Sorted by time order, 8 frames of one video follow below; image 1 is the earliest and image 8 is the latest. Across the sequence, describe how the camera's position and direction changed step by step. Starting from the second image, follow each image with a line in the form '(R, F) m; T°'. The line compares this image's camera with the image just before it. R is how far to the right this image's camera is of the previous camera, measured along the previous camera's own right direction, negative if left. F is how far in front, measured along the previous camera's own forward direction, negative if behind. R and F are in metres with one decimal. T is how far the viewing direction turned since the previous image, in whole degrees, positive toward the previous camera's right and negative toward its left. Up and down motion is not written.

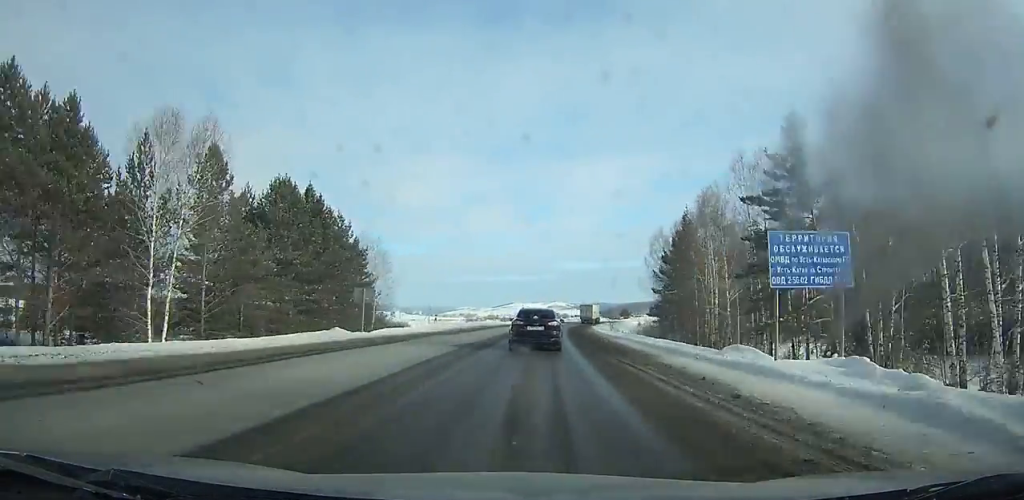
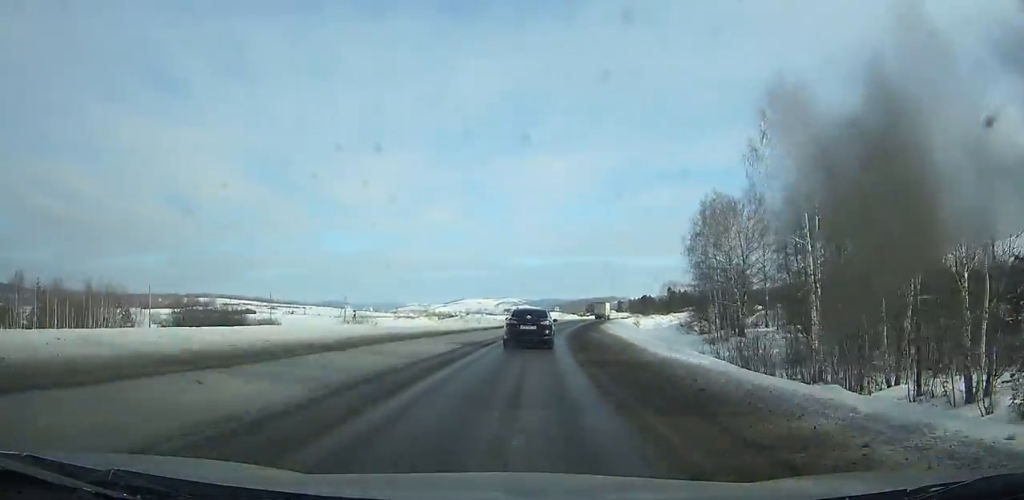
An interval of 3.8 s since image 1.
(+3.1, +59.6) m; +5°
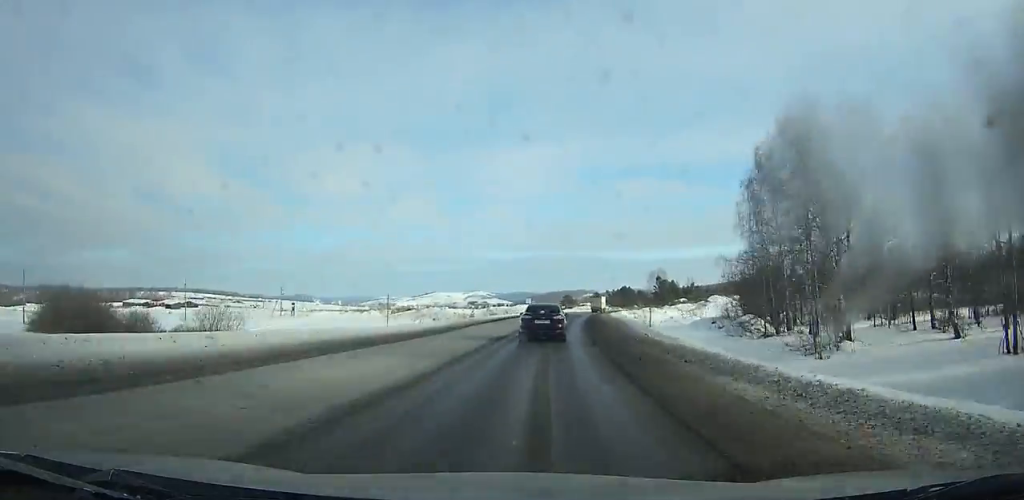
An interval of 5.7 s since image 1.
(+0.2, +30.7) m; +3°
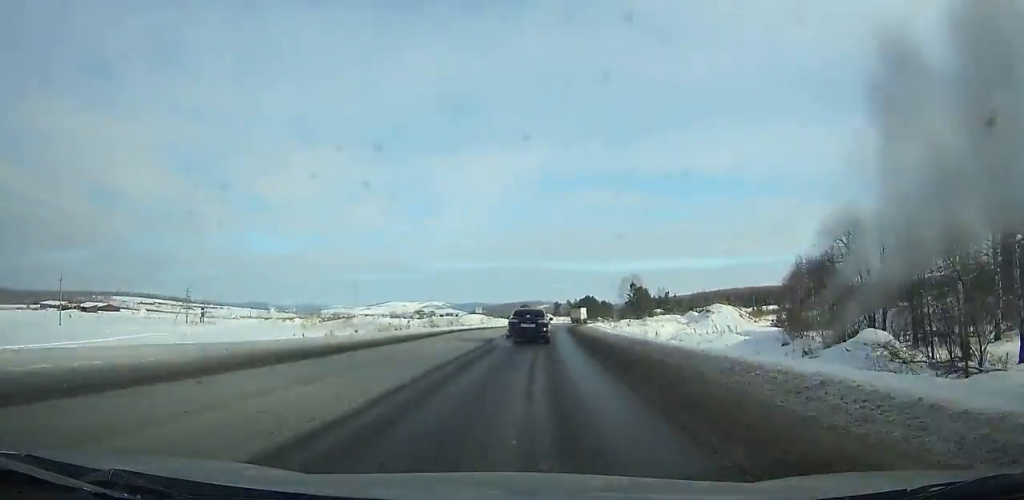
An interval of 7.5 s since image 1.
(+1.3, +30.3) m; +3°
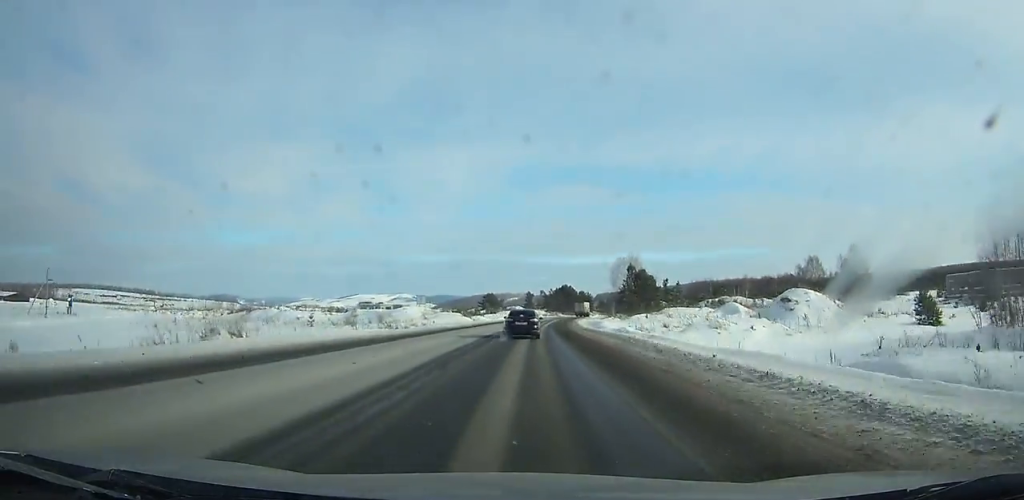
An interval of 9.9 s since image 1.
(+1.3, +41.7) m; +3°
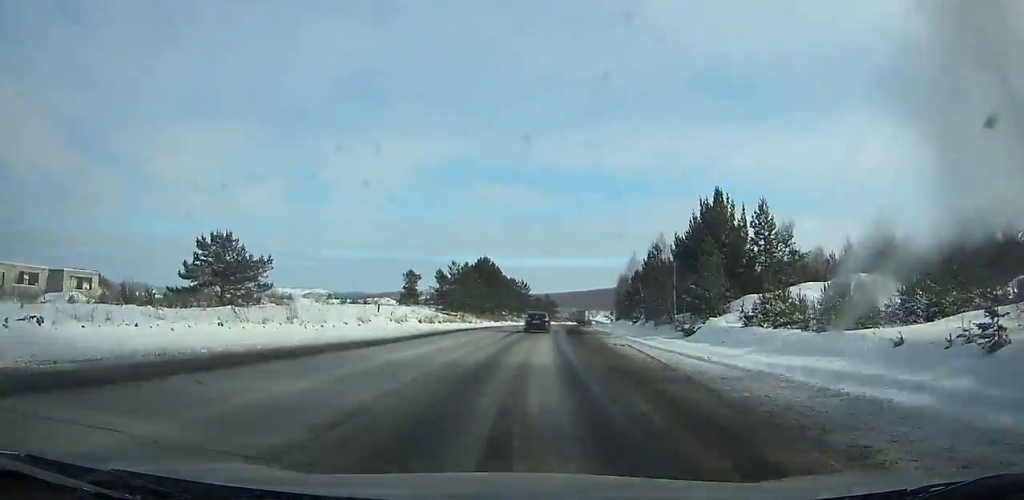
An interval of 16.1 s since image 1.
(+8.3, +117.1) m; +9°
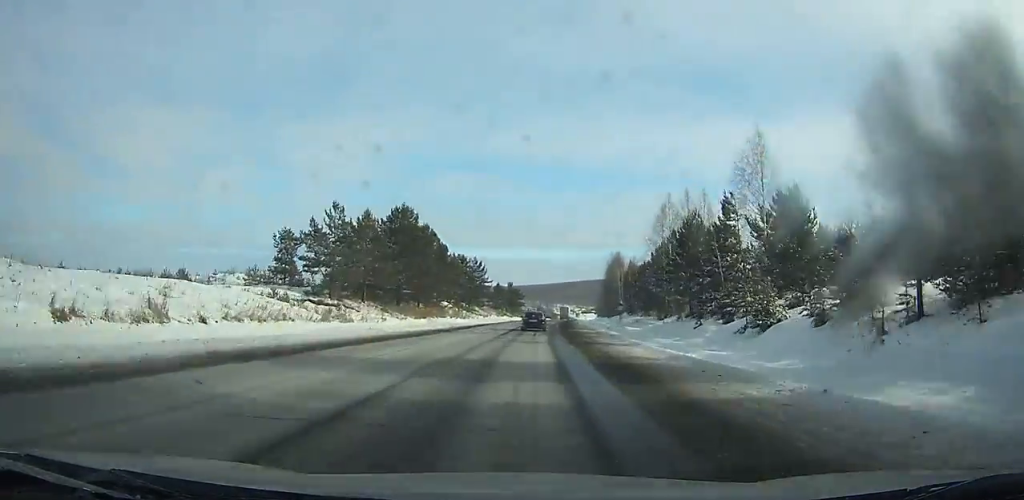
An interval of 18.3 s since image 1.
(+1.2, +44.7) m; +3°
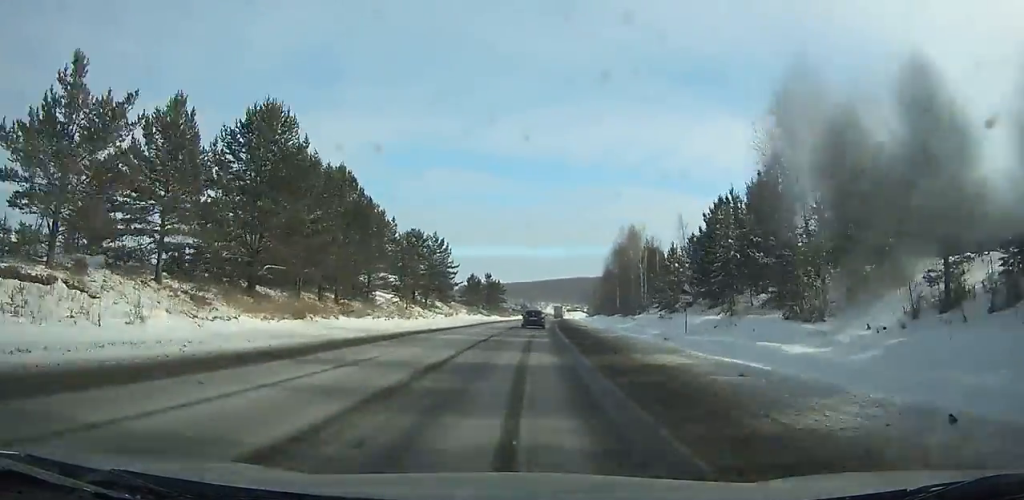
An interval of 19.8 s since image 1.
(+0.8, +31.4) m; +2°
